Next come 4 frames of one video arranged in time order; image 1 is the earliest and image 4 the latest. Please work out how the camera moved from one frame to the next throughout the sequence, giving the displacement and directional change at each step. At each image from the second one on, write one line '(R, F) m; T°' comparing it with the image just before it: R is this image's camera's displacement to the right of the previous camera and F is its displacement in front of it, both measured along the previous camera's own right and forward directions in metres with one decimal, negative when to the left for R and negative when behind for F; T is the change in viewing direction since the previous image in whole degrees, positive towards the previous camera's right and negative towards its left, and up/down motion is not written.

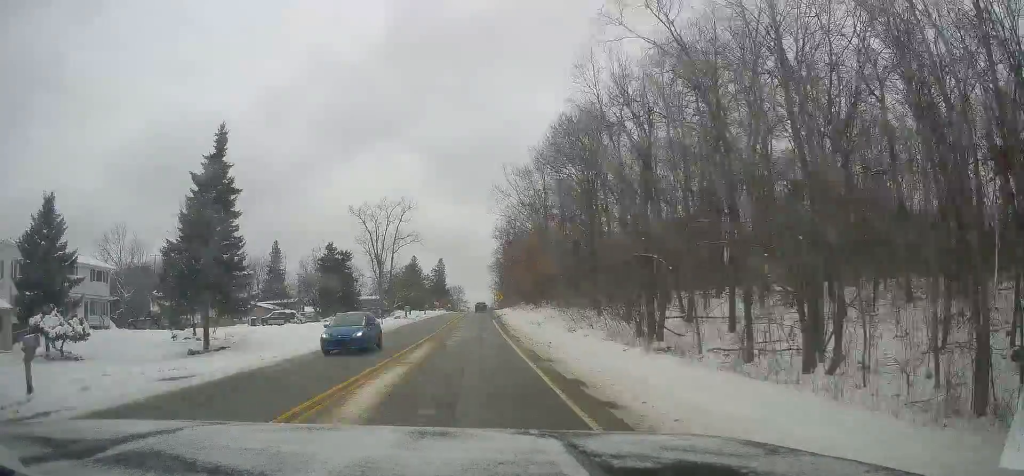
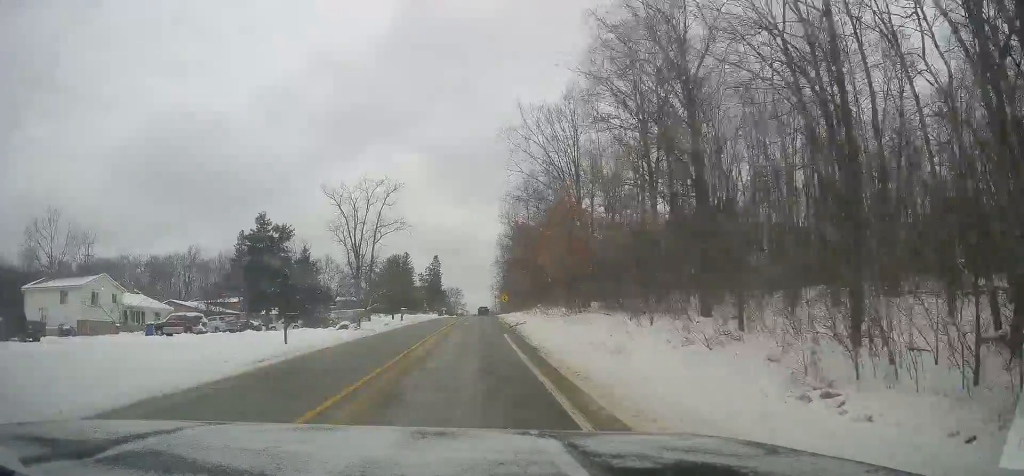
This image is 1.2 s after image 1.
(0.0, +23.4) m; +1°
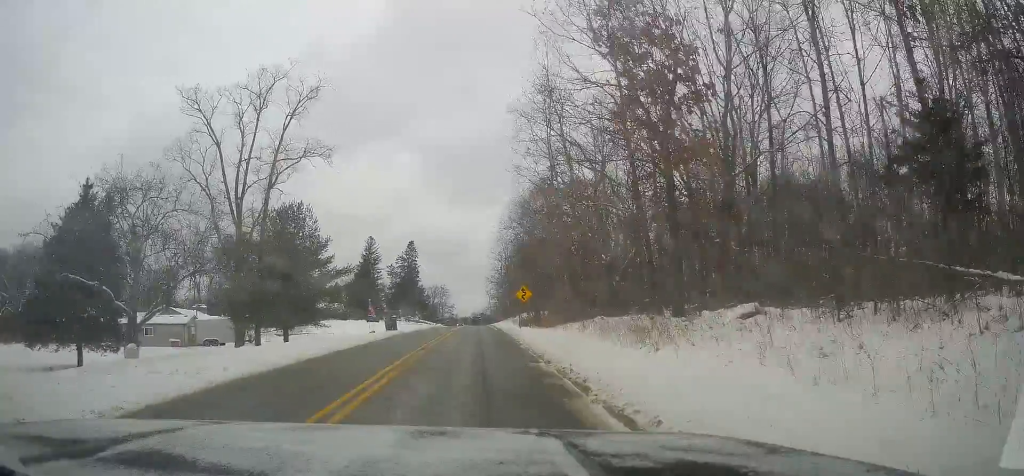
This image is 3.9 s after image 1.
(+0.9, +50.5) m; -1°
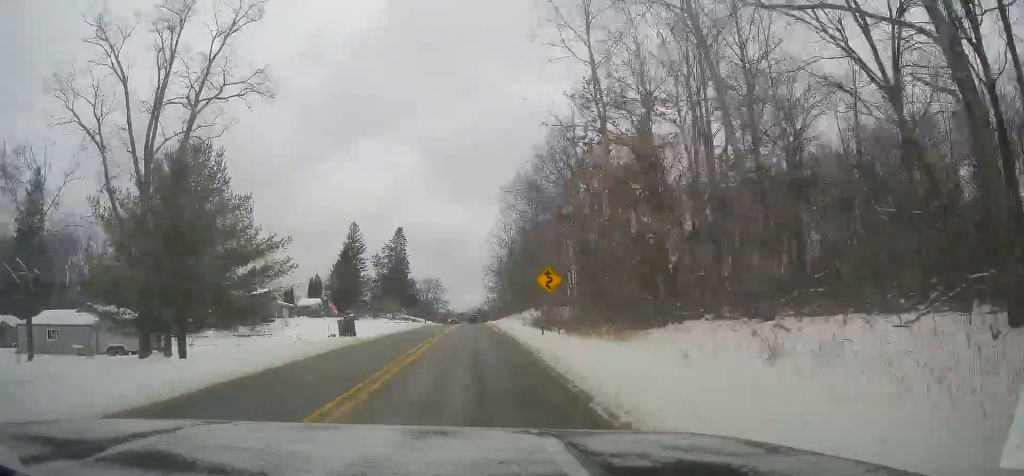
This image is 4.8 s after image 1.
(0.0, +16.7) m; +1°
